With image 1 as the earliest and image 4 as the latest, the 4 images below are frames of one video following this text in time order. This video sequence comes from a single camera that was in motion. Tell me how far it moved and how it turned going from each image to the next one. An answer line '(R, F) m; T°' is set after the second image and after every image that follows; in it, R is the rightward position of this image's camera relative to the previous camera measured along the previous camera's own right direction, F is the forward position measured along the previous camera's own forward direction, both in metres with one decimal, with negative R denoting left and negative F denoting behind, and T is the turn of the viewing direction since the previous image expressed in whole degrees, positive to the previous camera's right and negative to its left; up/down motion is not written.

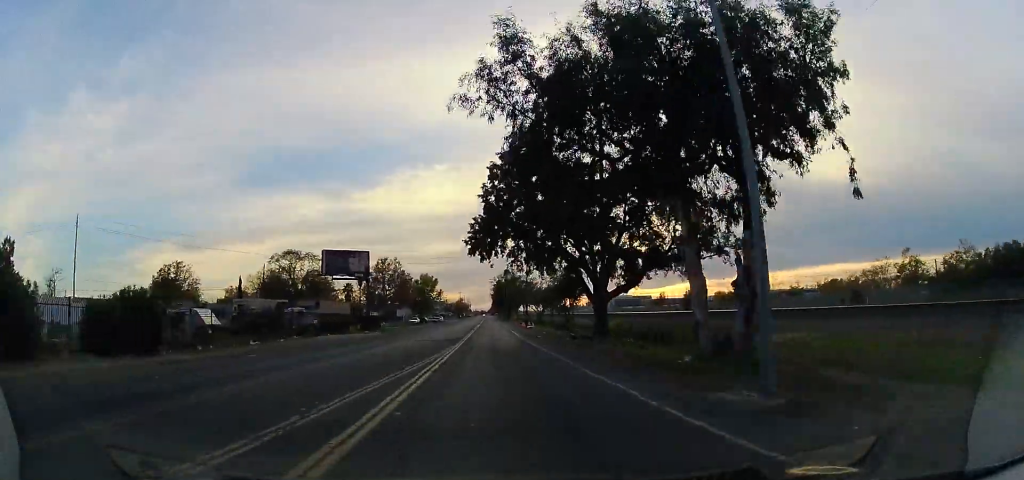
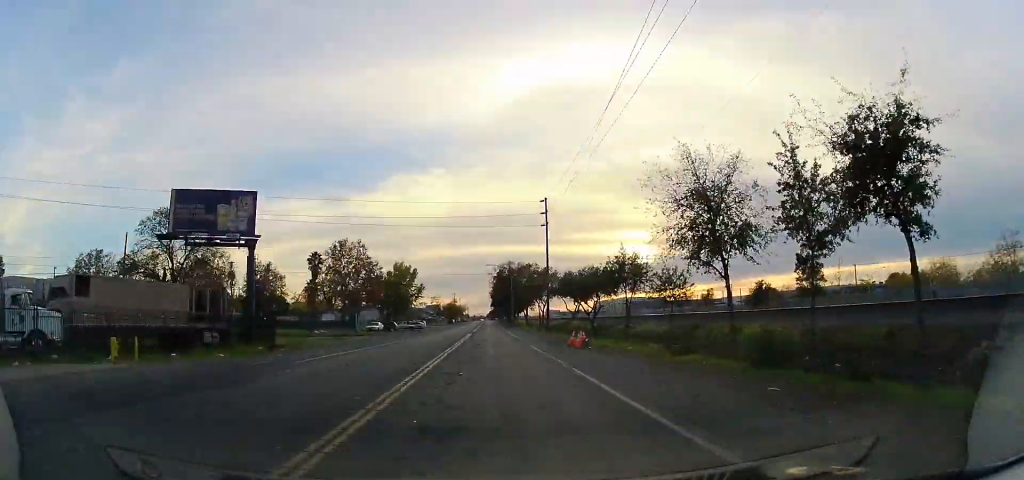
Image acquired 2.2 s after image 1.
(+0.1, +38.6) m; +1°
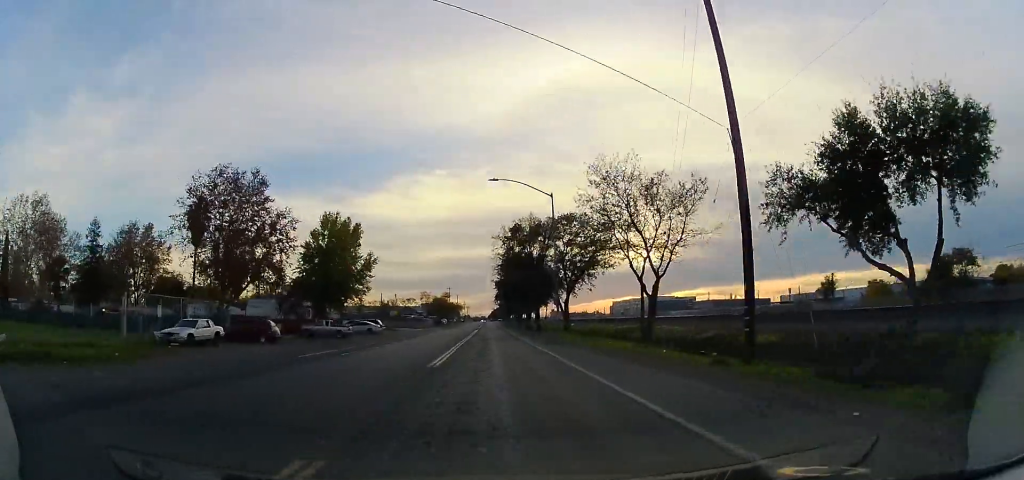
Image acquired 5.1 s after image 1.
(-0.9, +49.3) m; -2°
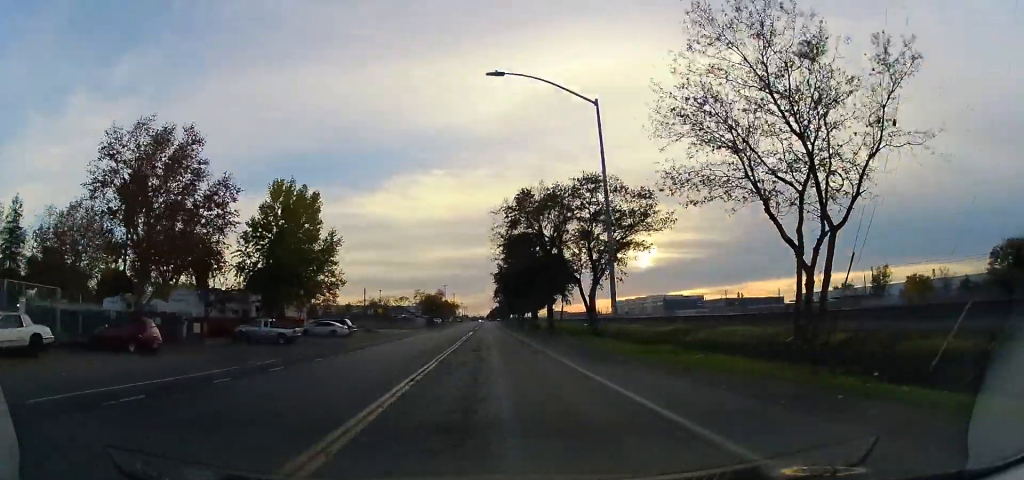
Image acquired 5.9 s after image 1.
(+0.5, +13.9) m; +2°
